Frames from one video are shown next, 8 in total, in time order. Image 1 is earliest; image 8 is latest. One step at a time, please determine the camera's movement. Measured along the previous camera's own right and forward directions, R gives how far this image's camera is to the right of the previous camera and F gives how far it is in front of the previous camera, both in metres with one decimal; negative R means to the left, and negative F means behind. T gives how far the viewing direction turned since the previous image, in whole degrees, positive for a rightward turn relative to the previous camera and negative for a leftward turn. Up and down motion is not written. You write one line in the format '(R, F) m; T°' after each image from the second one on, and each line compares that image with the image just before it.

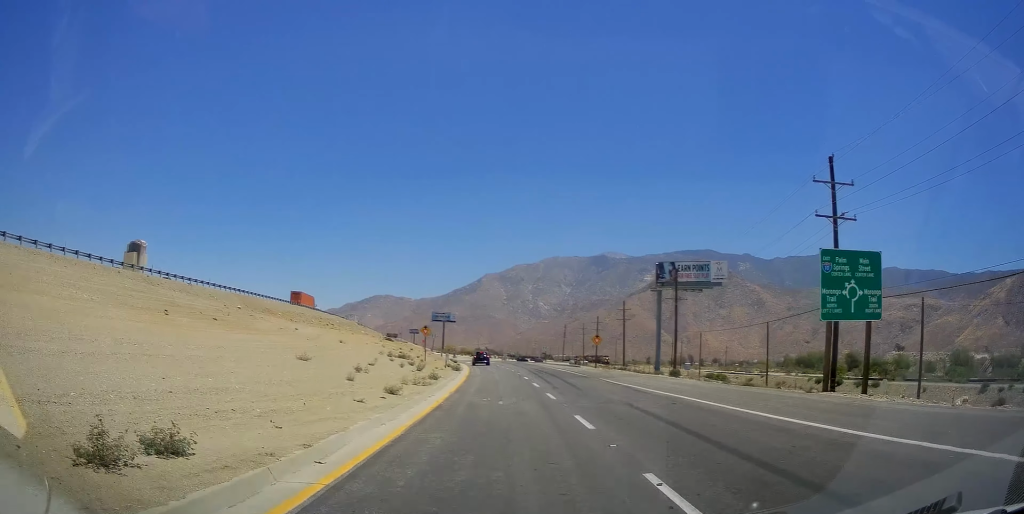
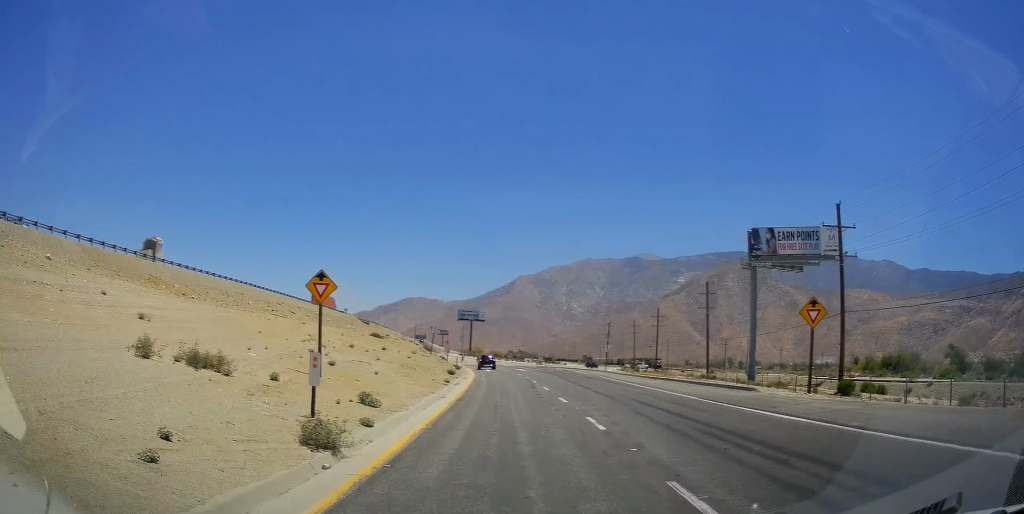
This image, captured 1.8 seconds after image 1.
(-1.0, +37.4) m; -3°
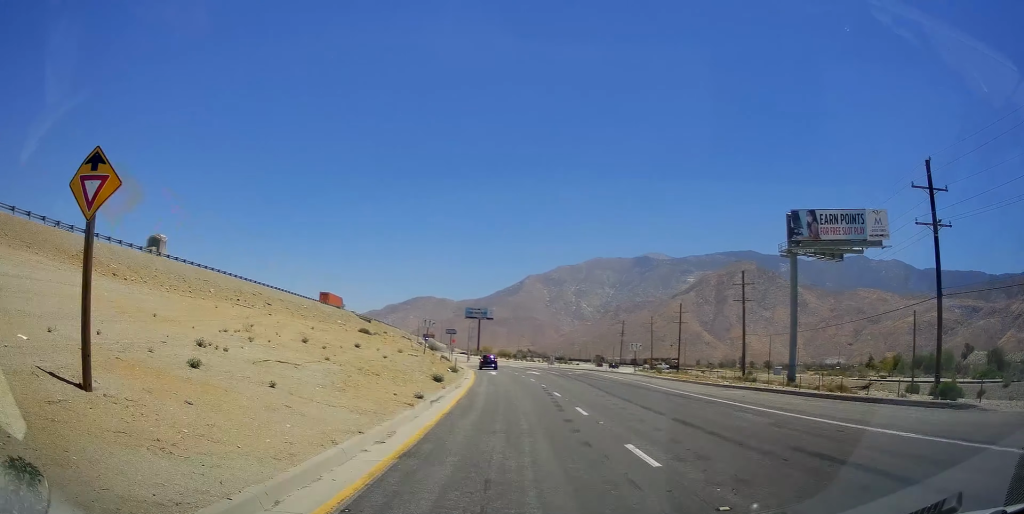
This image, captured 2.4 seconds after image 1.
(-0.1, +11.0) m; -1°
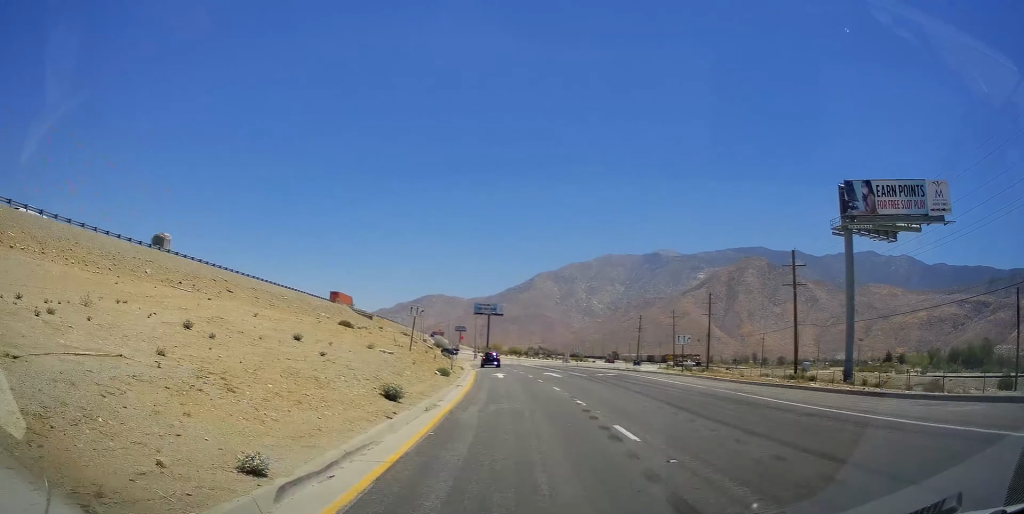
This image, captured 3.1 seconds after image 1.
(+0.1, +13.0) m; -1°
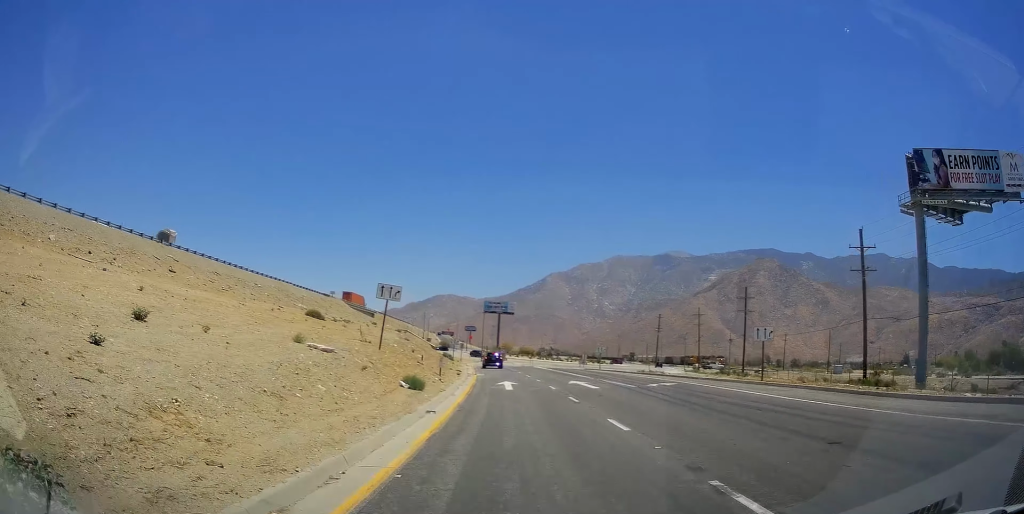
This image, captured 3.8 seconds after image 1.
(-0.4, +12.9) m; -1°
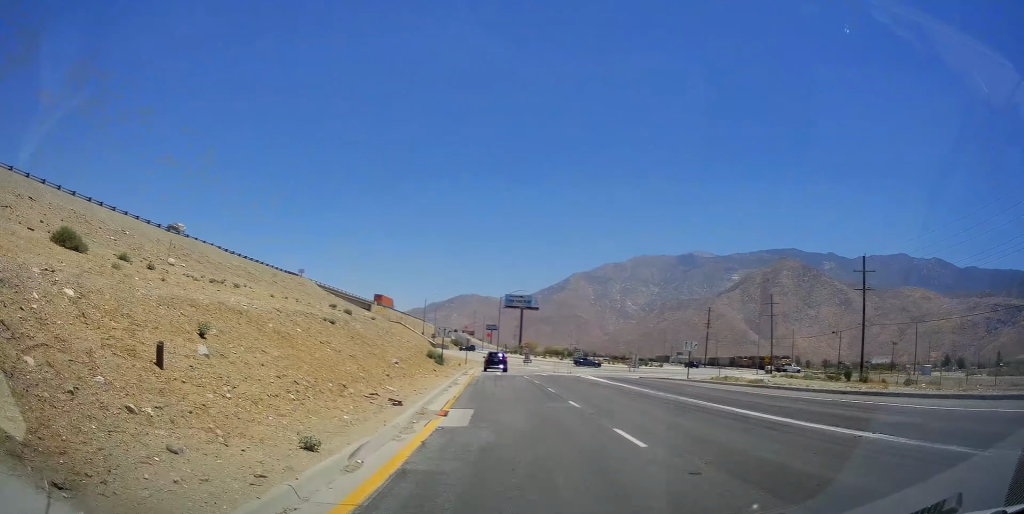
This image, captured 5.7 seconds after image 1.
(-0.6, +30.9) m; -1°
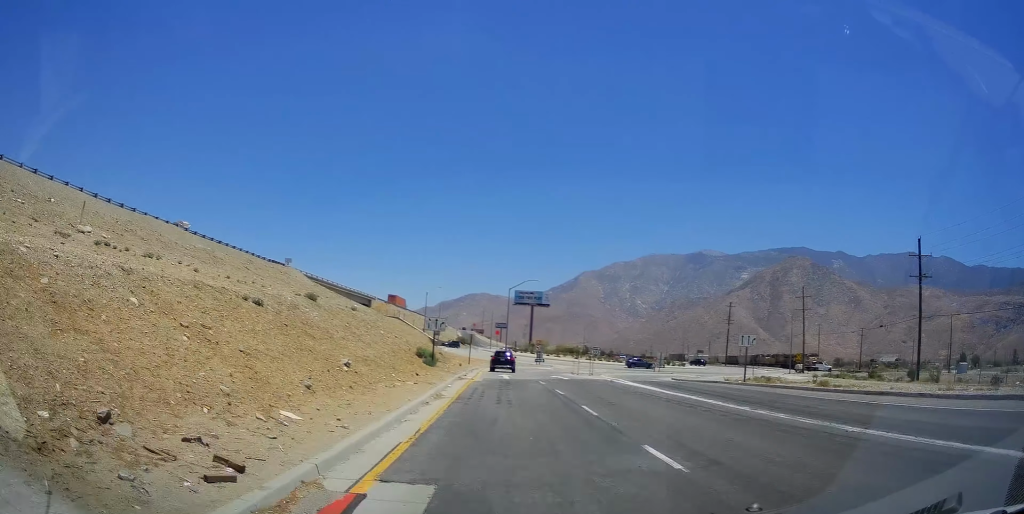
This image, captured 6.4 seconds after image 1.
(0.0, +10.5) m; 0°
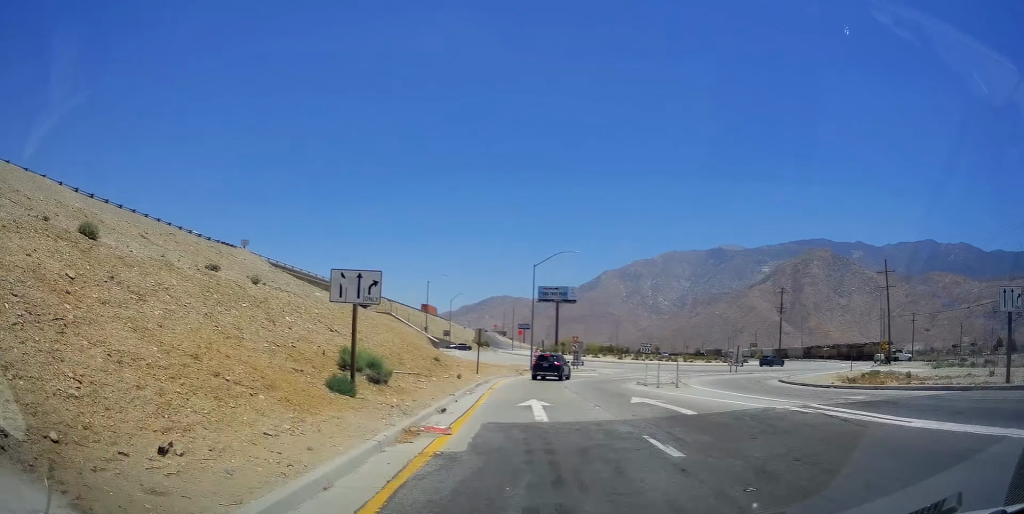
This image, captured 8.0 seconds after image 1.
(-0.1, +22.2) m; -3°
